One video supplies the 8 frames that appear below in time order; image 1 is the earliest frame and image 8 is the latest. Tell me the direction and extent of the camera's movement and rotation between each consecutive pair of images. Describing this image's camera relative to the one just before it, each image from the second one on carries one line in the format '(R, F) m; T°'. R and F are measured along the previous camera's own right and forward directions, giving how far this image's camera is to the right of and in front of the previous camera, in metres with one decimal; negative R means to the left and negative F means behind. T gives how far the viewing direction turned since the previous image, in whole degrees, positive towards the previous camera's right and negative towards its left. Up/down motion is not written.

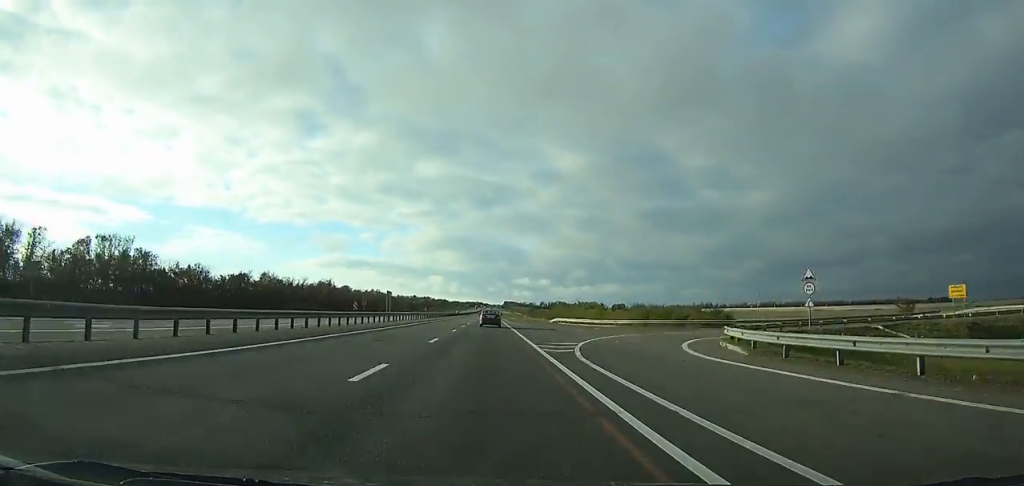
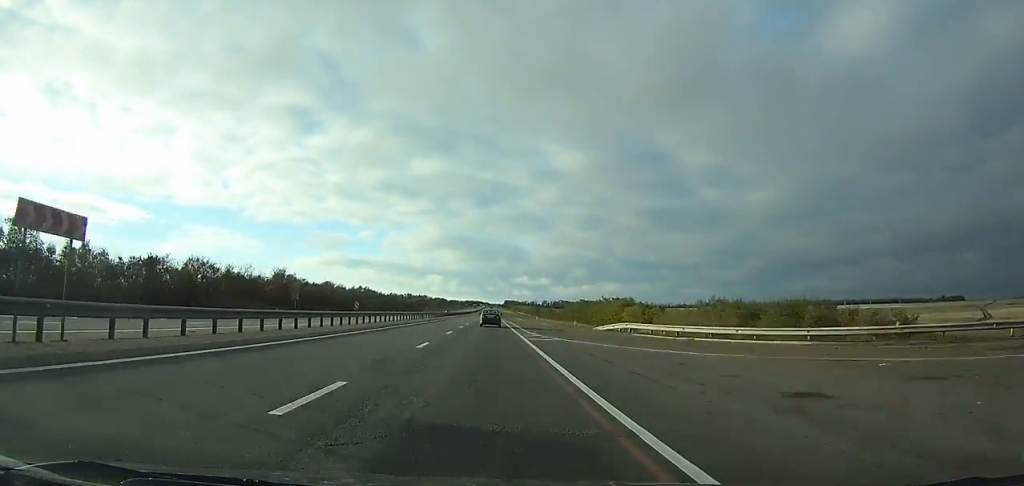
(0.0, +40.9) m; 0°
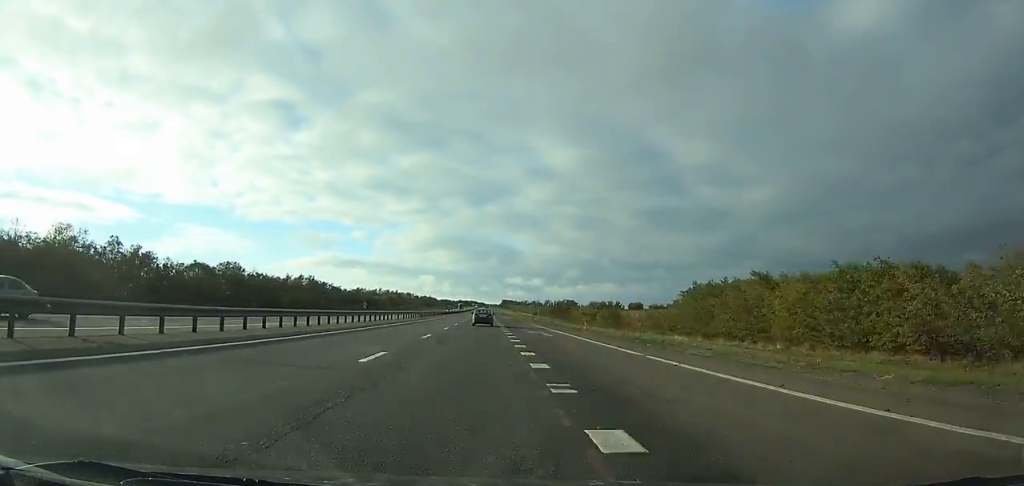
(+0.6, +114.9) m; +1°
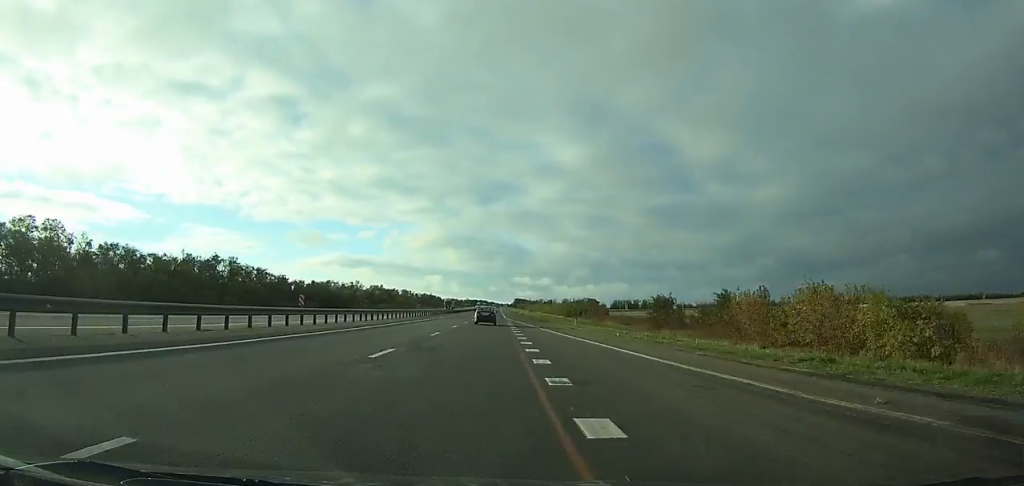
(+0.2, +95.2) m; 0°
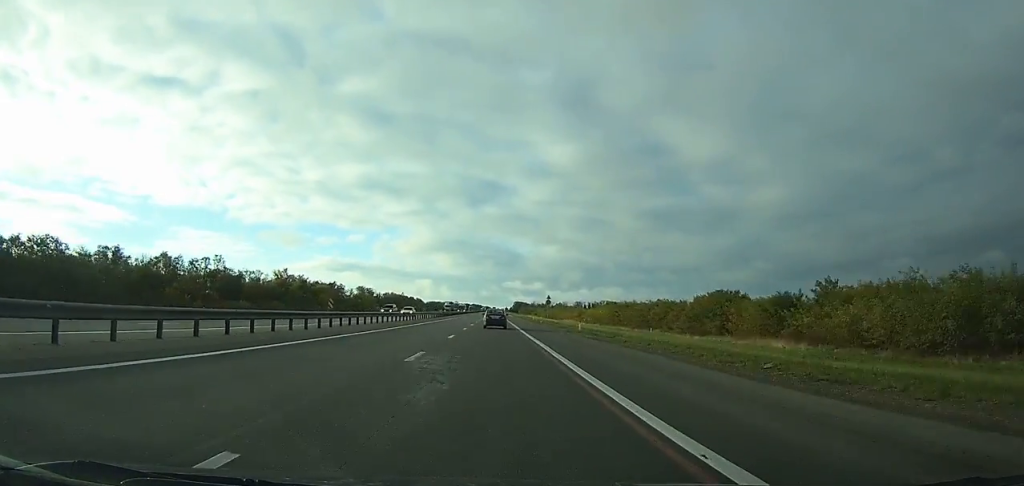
(-0.3, +157.3) m; 0°
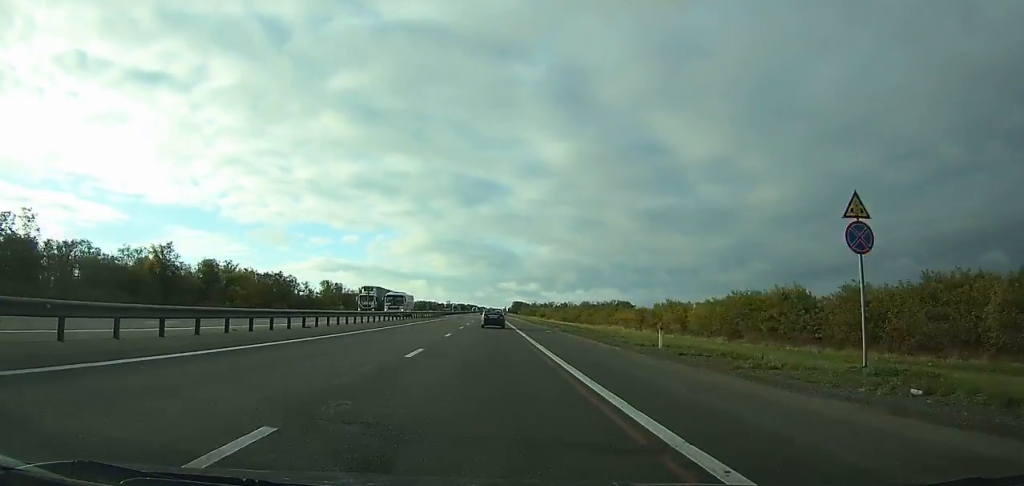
(+0.1, +70.5) m; 0°
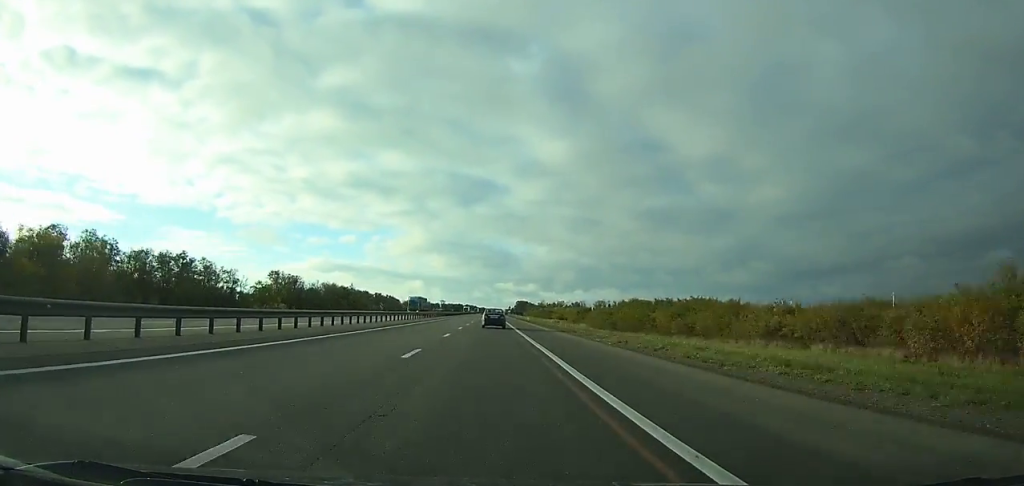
(+0.1, +72.6) m; 0°
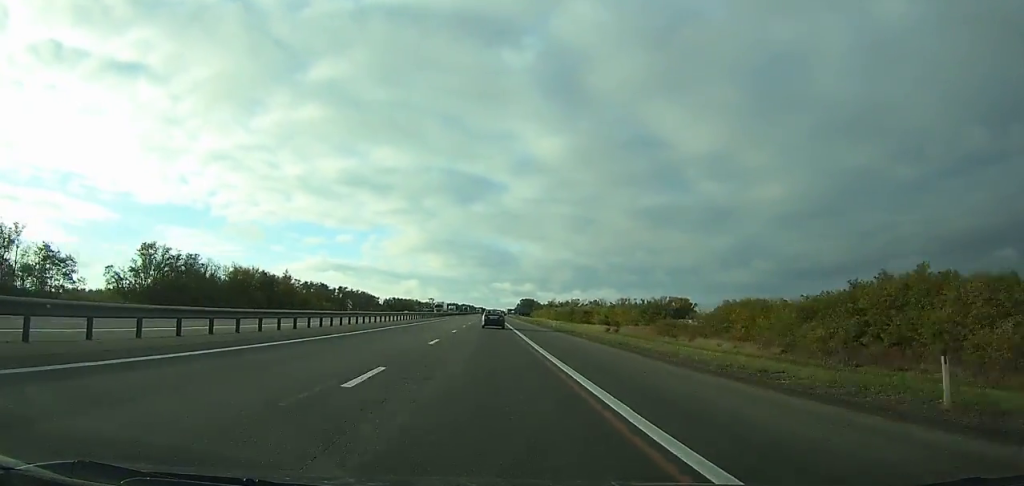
(-0.3, +91.3) m; 0°
